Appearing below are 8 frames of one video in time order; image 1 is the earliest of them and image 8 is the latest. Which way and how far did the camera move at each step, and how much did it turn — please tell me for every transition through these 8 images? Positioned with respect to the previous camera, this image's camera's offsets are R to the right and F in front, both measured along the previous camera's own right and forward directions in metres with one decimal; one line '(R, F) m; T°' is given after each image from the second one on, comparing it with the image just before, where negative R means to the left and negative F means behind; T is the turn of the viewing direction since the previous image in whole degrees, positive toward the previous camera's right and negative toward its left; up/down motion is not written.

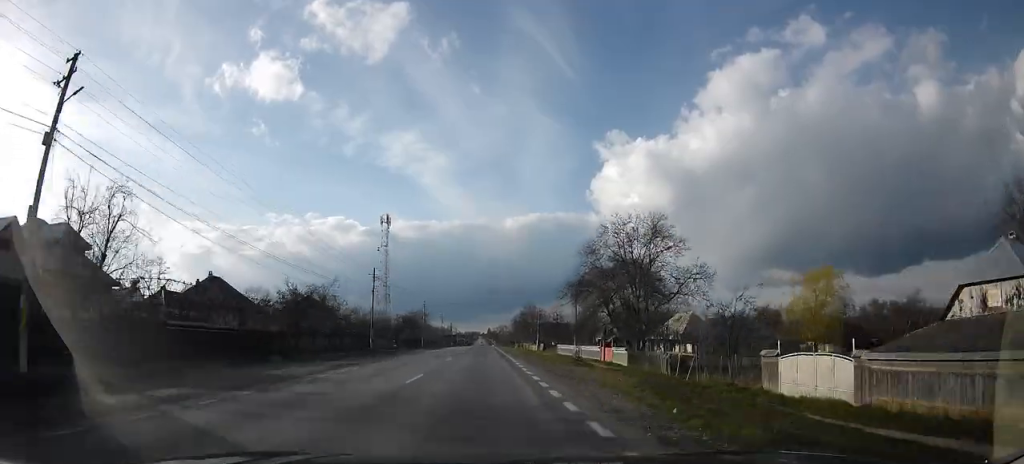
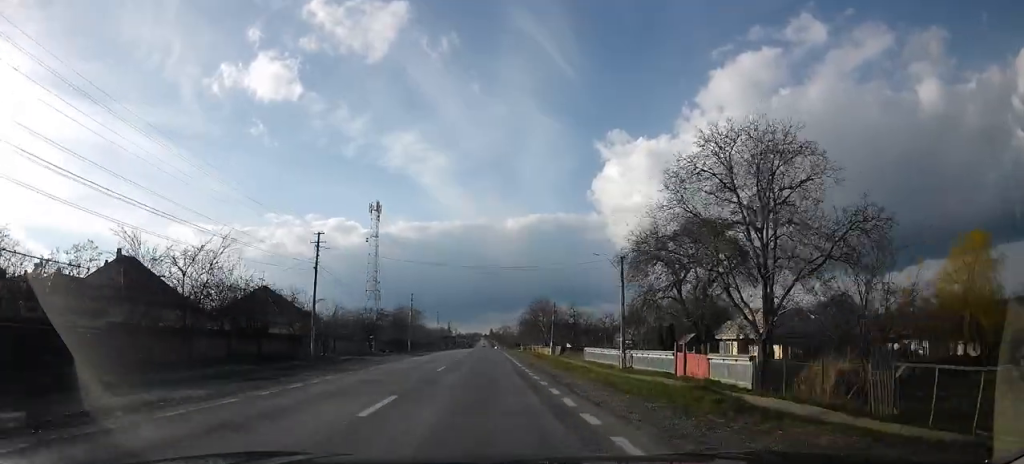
(+0.1, +17.6) m; +2°
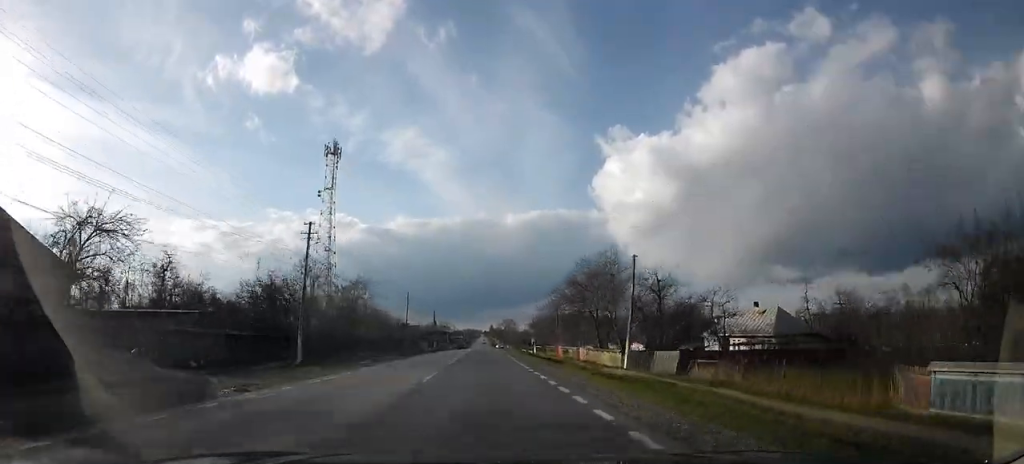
(+0.4, +42.9) m; -1°
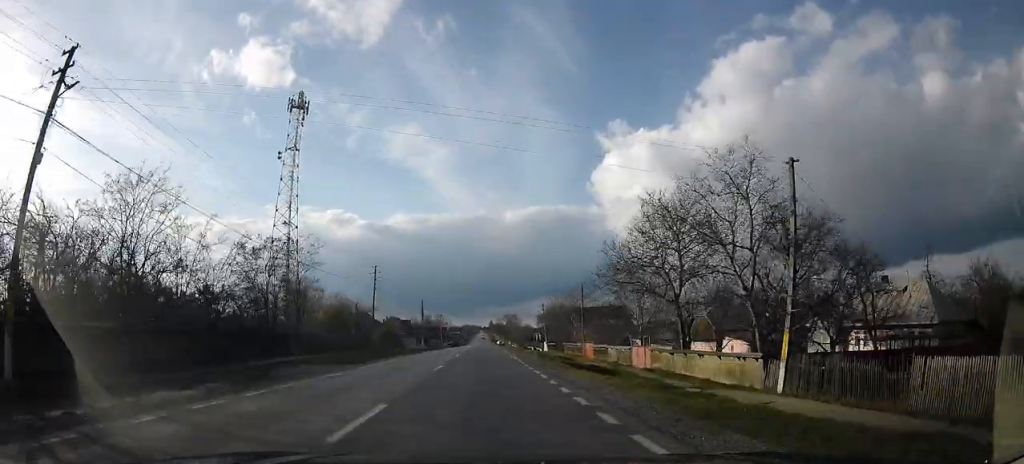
(-0.5, +20.7) m; -1°
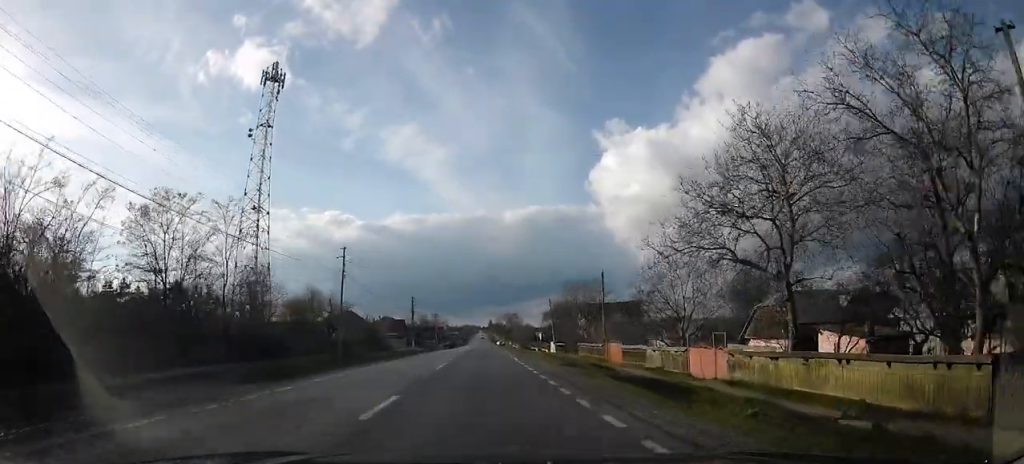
(0.0, +10.8) m; 0°
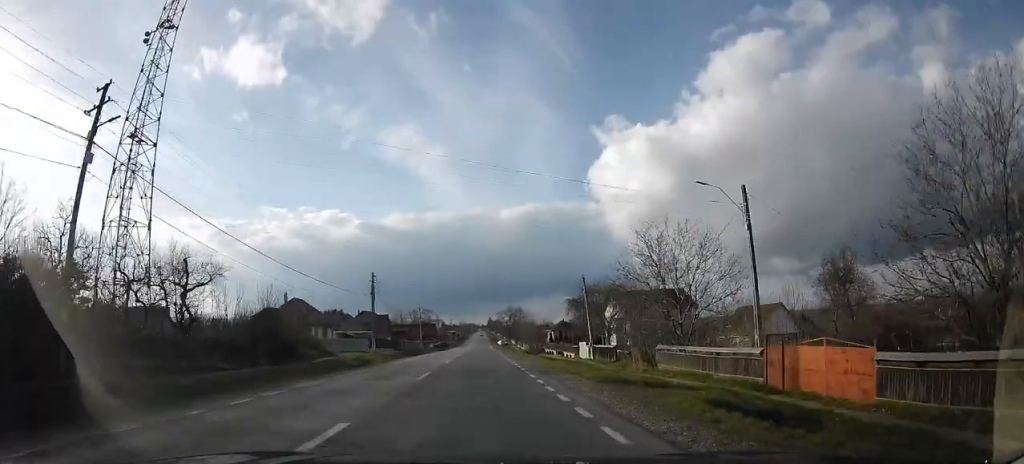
(+0.2, +27.6) m; +1°
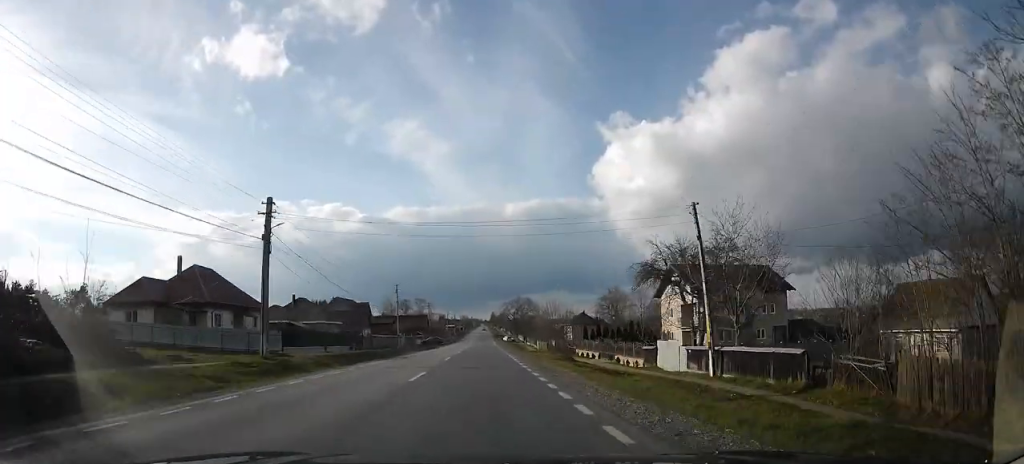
(+0.3, +26.5) m; +1°
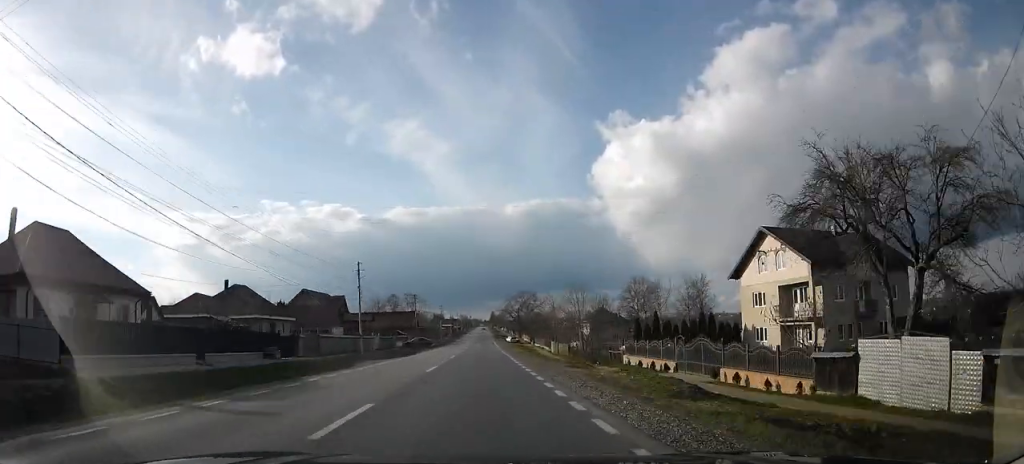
(+0.2, +19.5) m; -1°
